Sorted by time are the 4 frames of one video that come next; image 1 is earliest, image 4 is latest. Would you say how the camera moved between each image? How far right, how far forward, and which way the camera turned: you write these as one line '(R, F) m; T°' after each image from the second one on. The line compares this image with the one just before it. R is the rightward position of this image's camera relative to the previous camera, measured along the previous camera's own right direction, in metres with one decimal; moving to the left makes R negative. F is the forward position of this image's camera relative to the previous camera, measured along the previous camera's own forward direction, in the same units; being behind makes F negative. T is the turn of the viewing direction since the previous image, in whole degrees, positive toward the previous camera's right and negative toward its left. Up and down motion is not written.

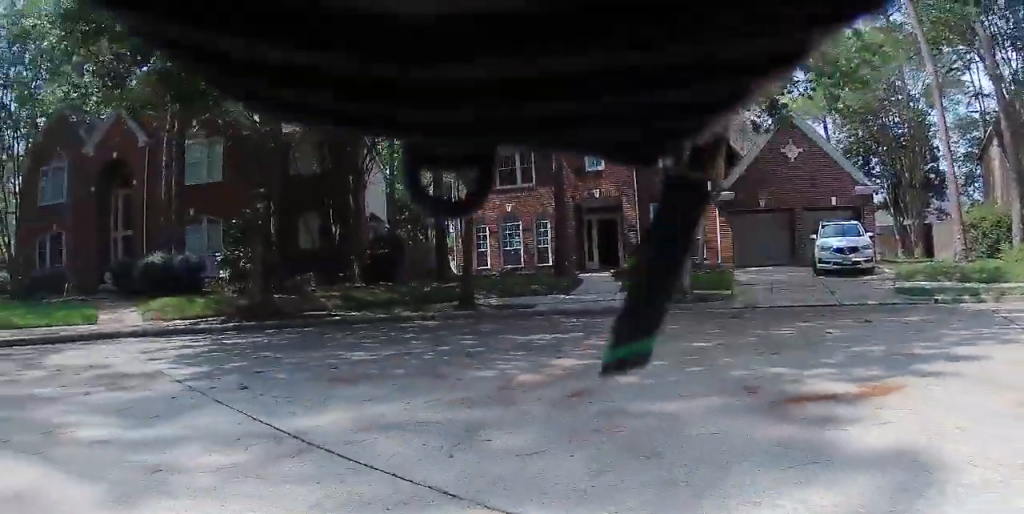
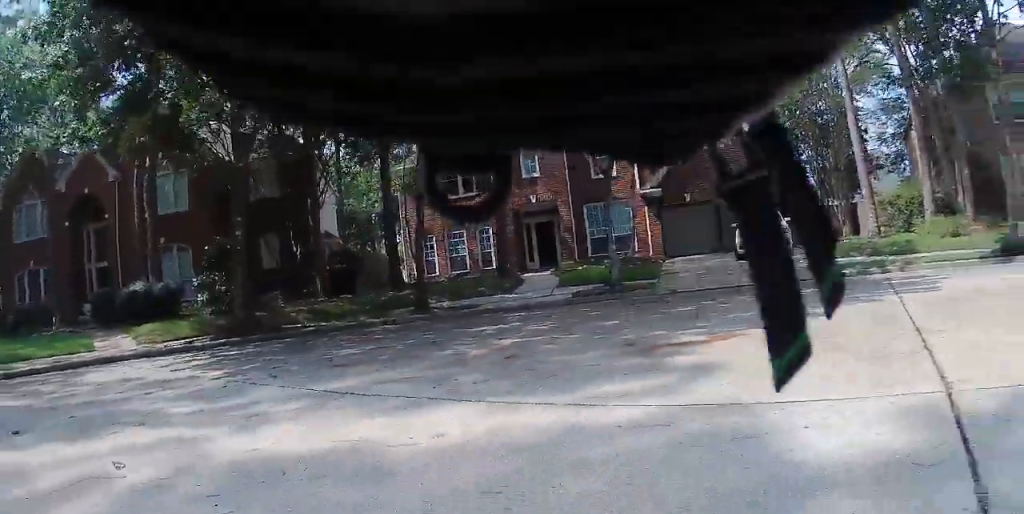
(0.0, +2.0) m; -7°
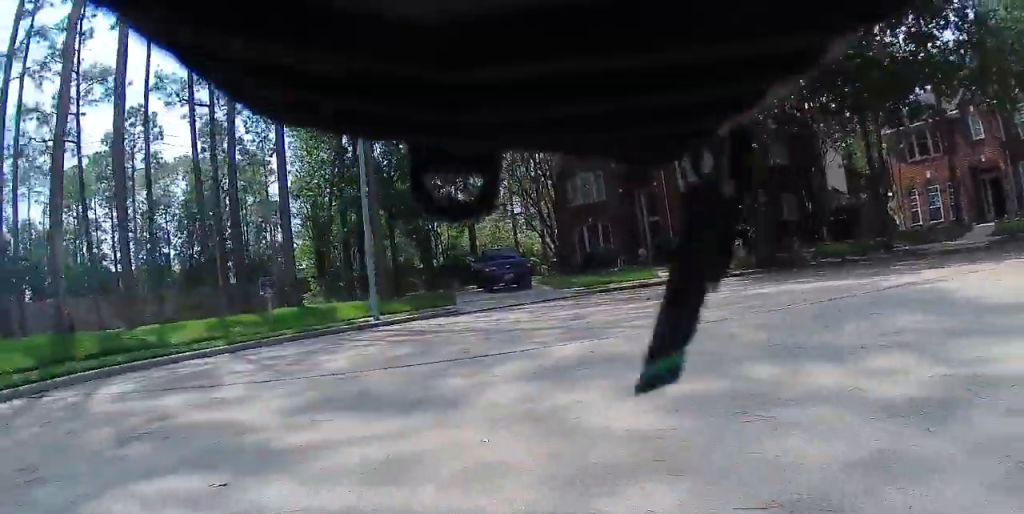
(-2.6, +5.3) m; -49°
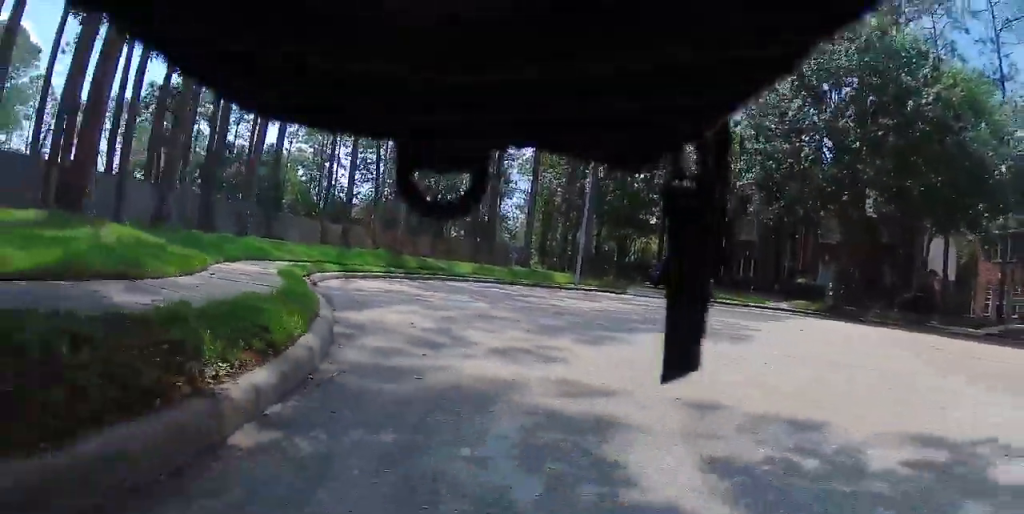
(-1.1, +9.5) m; -4°
